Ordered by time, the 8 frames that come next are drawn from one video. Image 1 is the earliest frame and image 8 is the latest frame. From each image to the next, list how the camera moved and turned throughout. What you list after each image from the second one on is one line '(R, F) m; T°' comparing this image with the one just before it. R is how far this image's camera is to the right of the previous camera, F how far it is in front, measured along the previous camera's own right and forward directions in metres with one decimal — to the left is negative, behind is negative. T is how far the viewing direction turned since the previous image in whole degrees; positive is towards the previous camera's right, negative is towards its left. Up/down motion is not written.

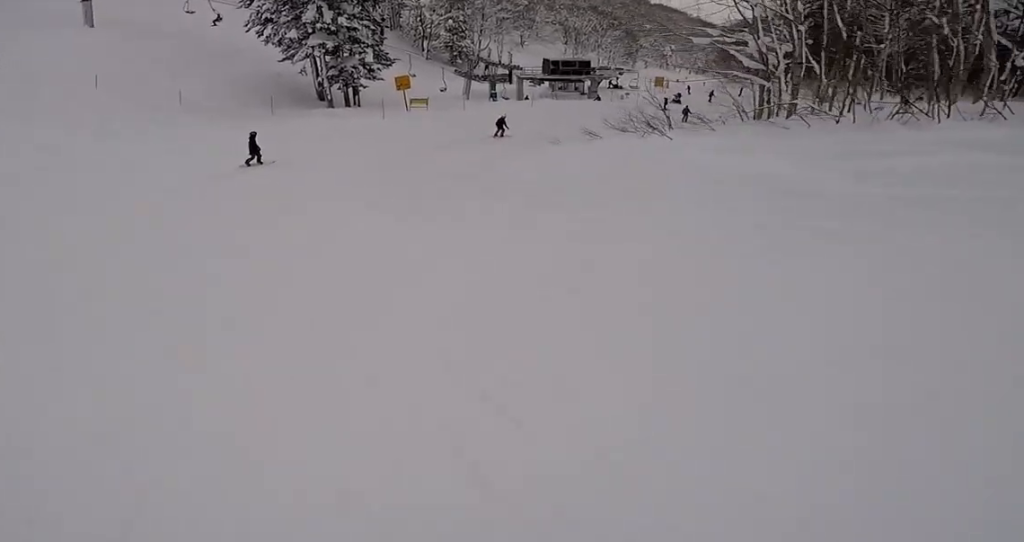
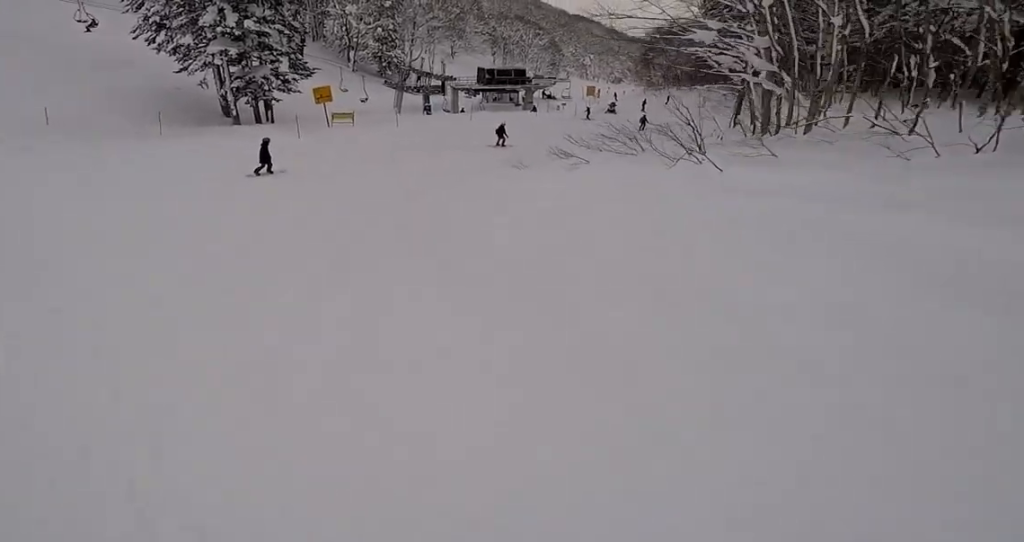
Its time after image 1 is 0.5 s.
(-0.2, +5.0) m; +8°
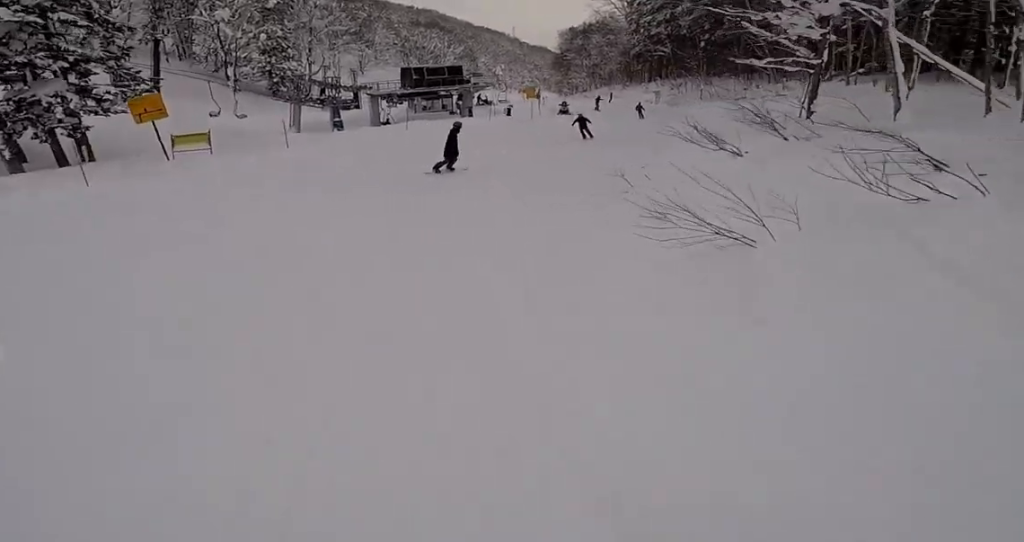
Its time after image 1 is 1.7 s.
(+2.2, +10.7) m; +25°
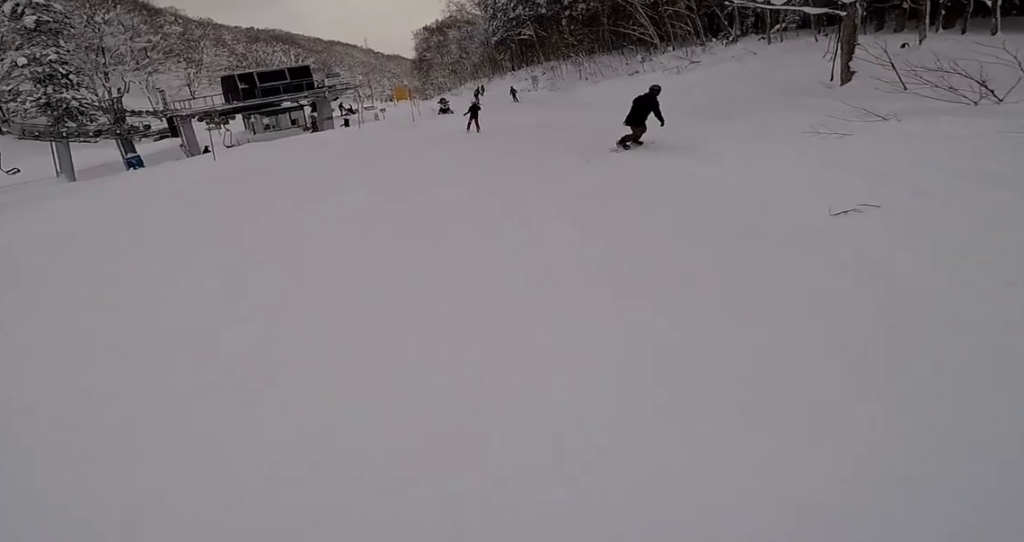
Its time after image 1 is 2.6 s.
(+1.5, +8.5) m; +10°
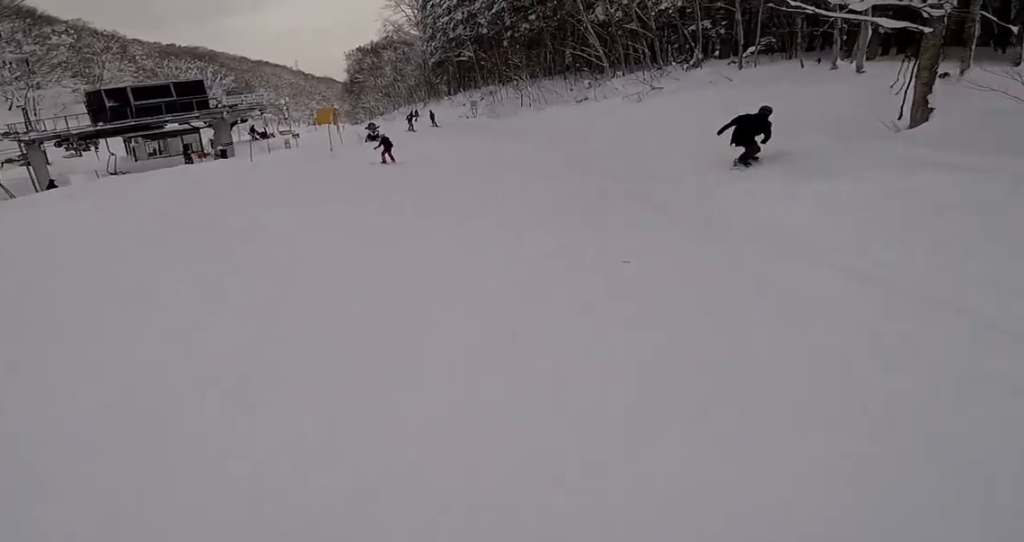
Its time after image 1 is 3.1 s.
(+0.1, +4.4) m; +3°
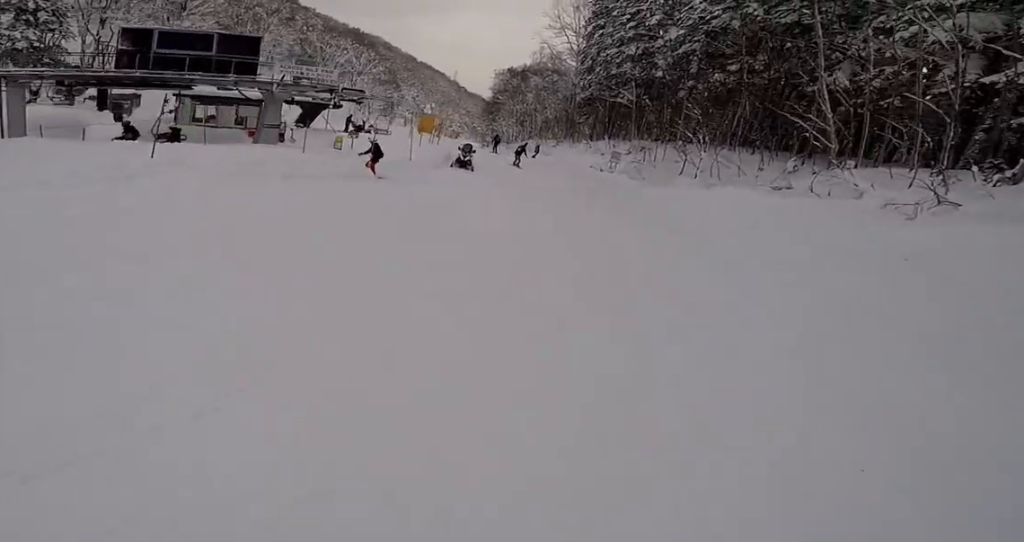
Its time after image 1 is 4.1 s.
(+0.3, +8.2) m; +1°
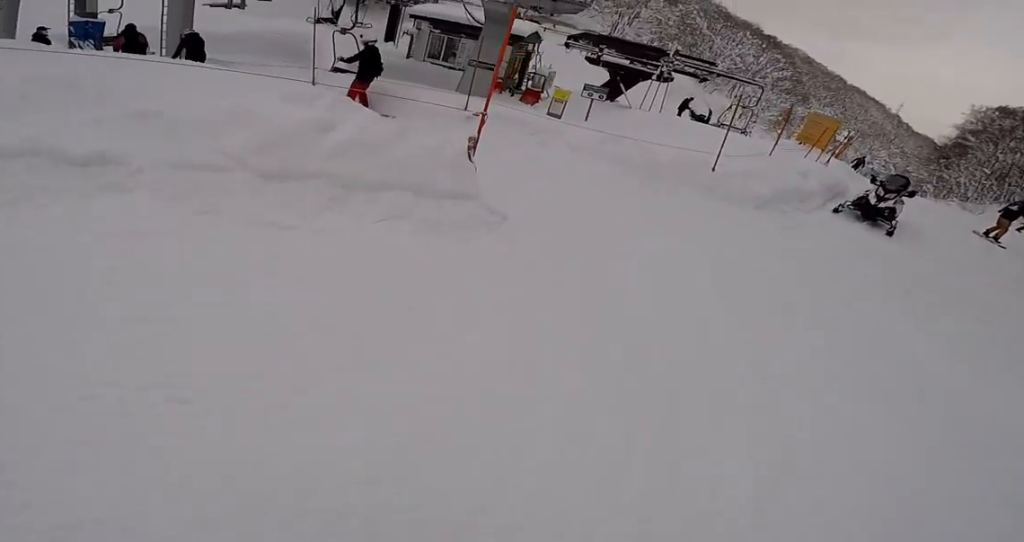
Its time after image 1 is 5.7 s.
(-1.2, +8.9) m; -29°
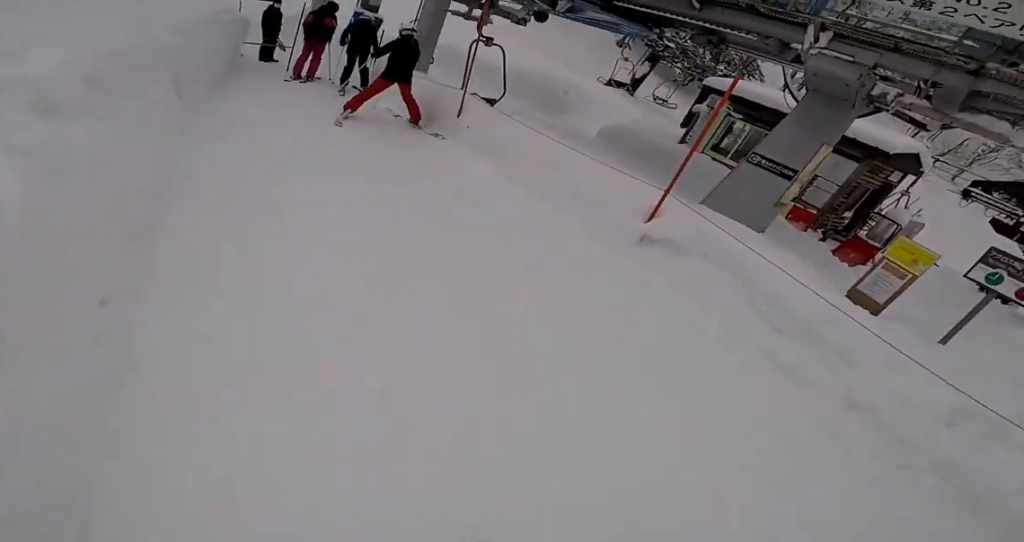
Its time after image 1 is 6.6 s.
(-0.6, +4.1) m; -26°
